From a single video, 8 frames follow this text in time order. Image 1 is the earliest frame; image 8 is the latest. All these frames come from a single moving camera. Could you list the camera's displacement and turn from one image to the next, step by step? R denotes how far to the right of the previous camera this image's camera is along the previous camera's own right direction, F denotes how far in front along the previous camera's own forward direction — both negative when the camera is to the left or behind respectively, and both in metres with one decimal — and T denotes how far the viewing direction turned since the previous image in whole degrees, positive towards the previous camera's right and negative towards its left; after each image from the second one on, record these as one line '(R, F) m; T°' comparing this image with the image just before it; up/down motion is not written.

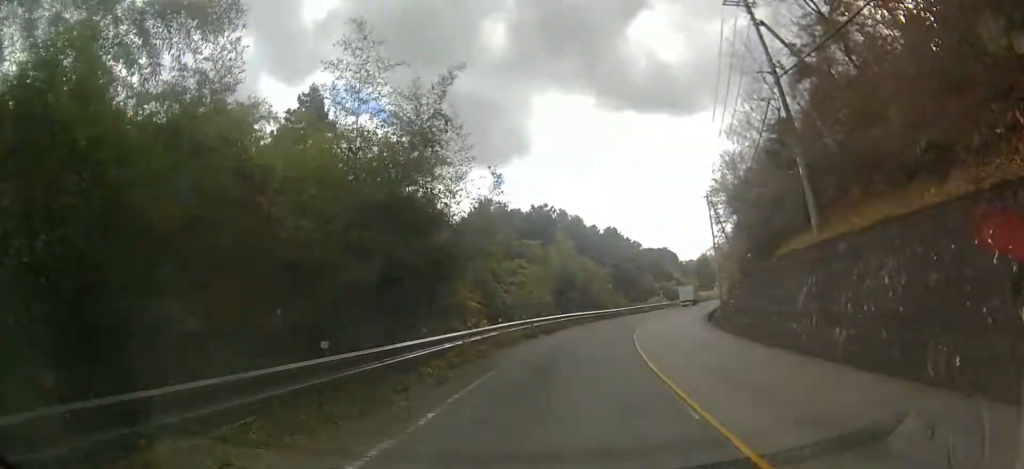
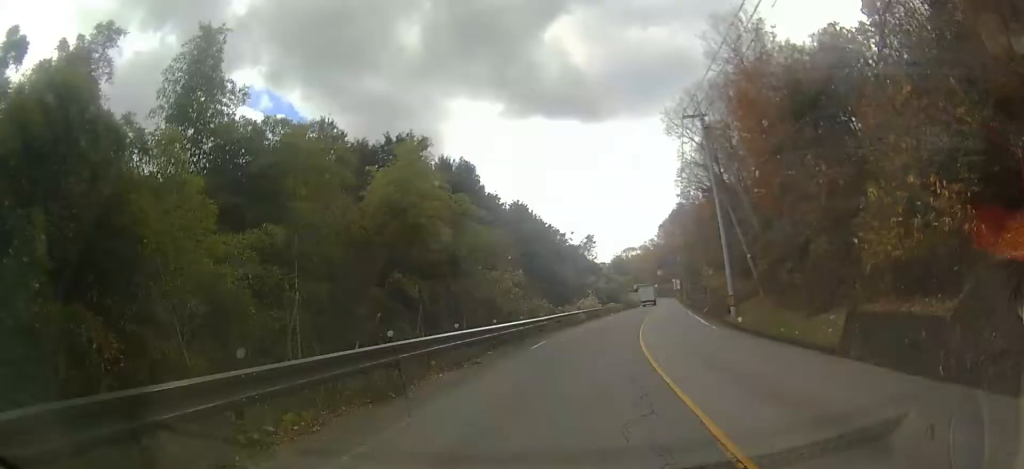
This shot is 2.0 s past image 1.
(+2.4, +25.7) m; +9°
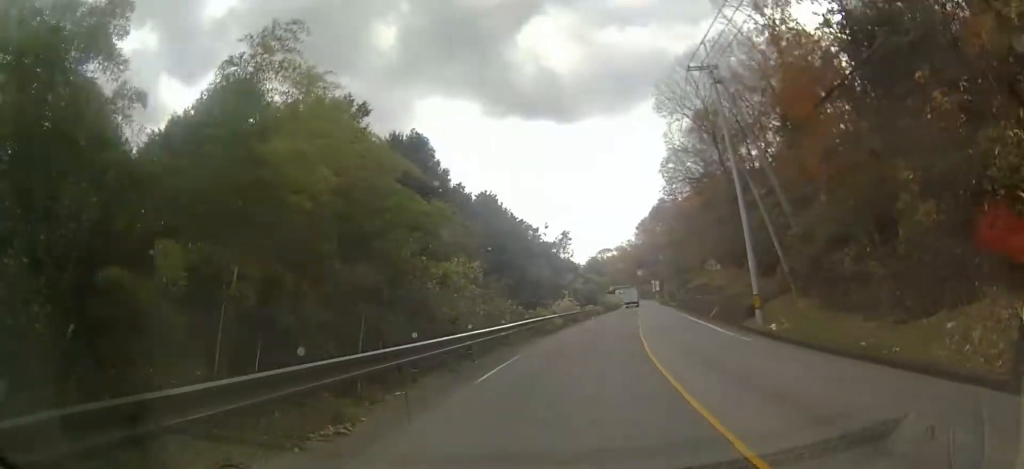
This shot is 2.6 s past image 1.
(0.0, +7.3) m; +2°
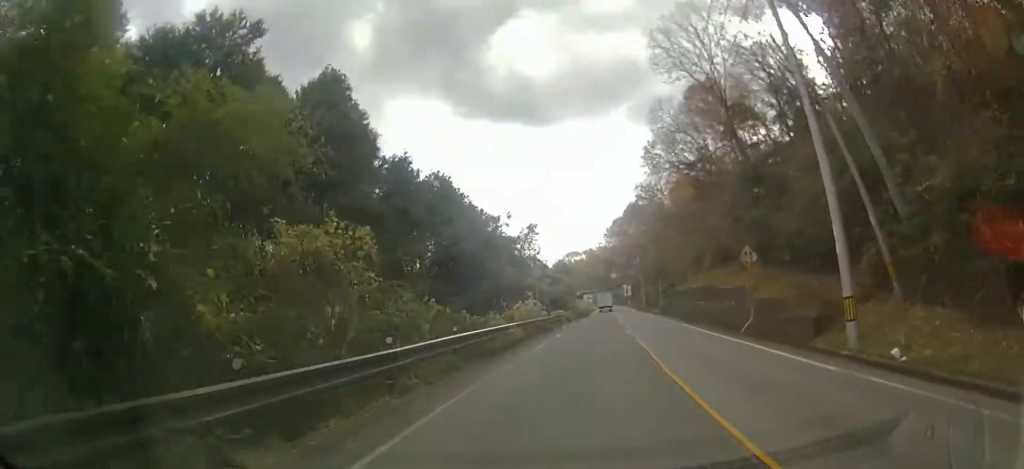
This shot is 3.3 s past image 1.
(+0.3, +9.6) m; +4°
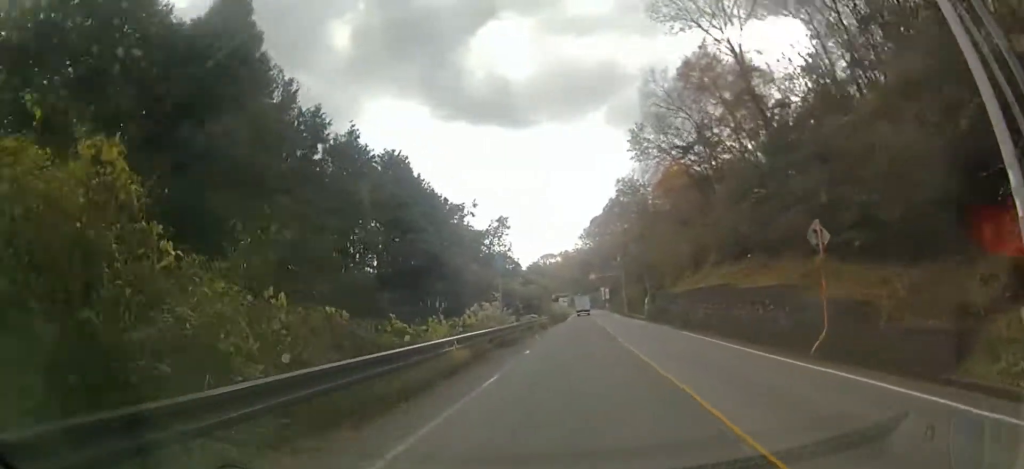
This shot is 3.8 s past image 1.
(+0.2, +7.0) m; +3°
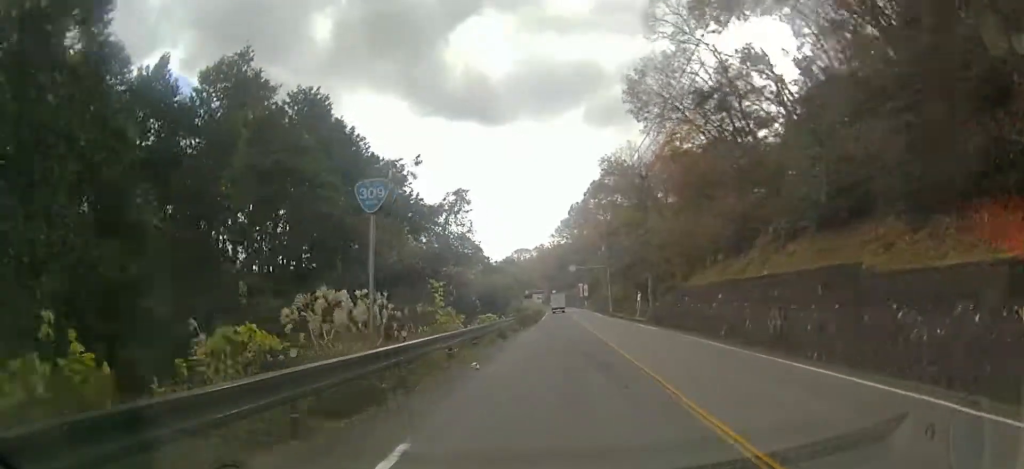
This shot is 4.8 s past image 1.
(+0.6, +12.2) m; +4°
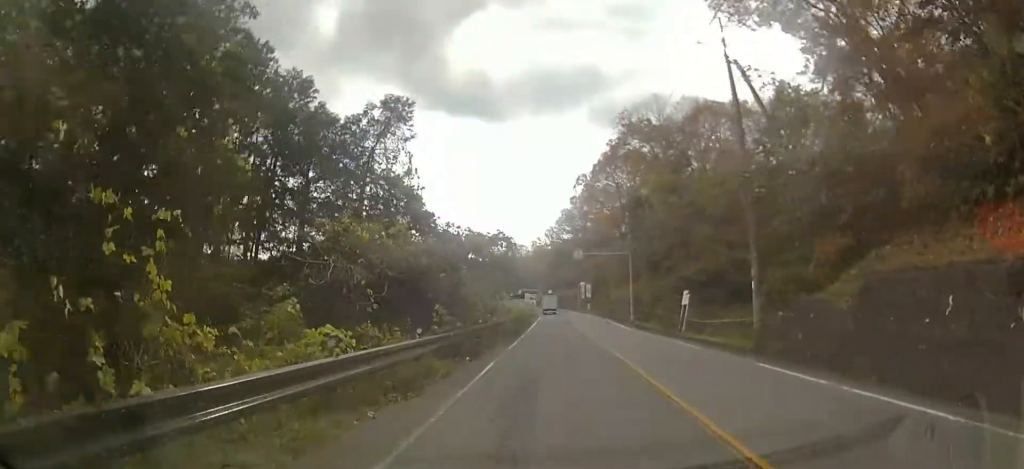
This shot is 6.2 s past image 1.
(+0.7, +19.2) m; +3°
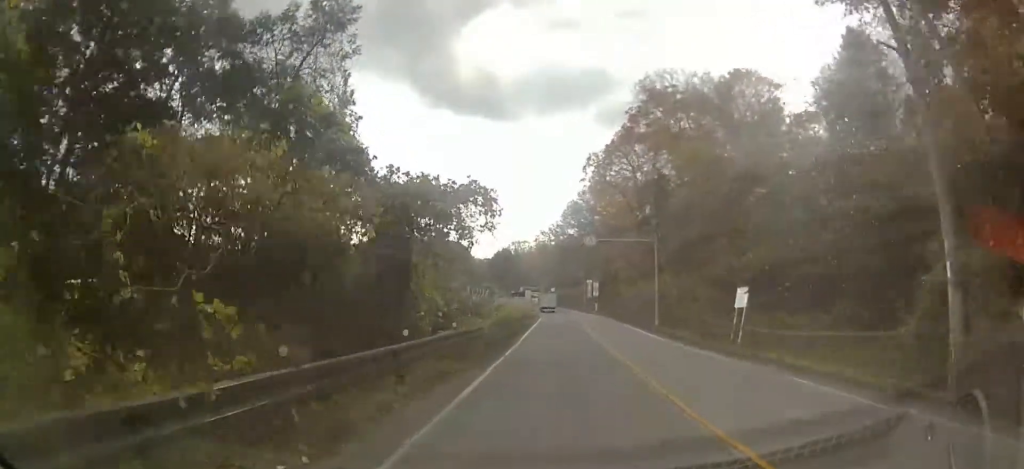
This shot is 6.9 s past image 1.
(0.0, +9.3) m; 0°
